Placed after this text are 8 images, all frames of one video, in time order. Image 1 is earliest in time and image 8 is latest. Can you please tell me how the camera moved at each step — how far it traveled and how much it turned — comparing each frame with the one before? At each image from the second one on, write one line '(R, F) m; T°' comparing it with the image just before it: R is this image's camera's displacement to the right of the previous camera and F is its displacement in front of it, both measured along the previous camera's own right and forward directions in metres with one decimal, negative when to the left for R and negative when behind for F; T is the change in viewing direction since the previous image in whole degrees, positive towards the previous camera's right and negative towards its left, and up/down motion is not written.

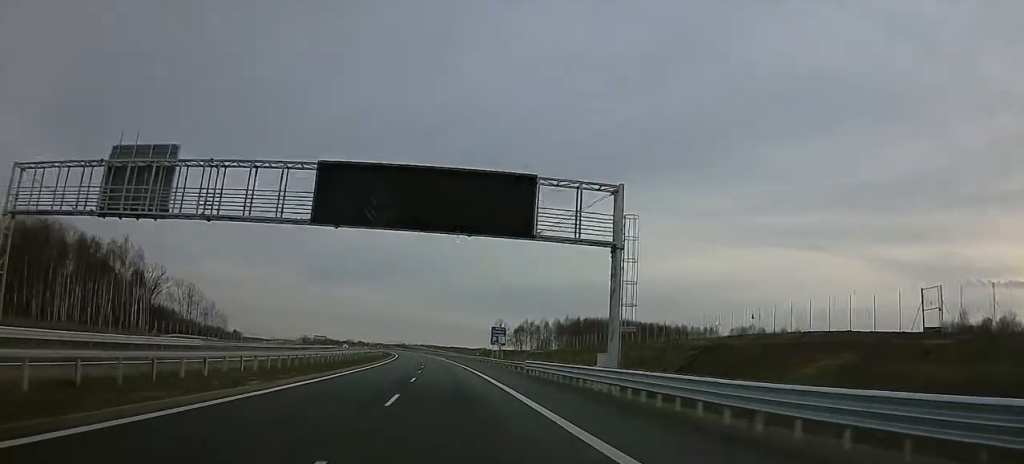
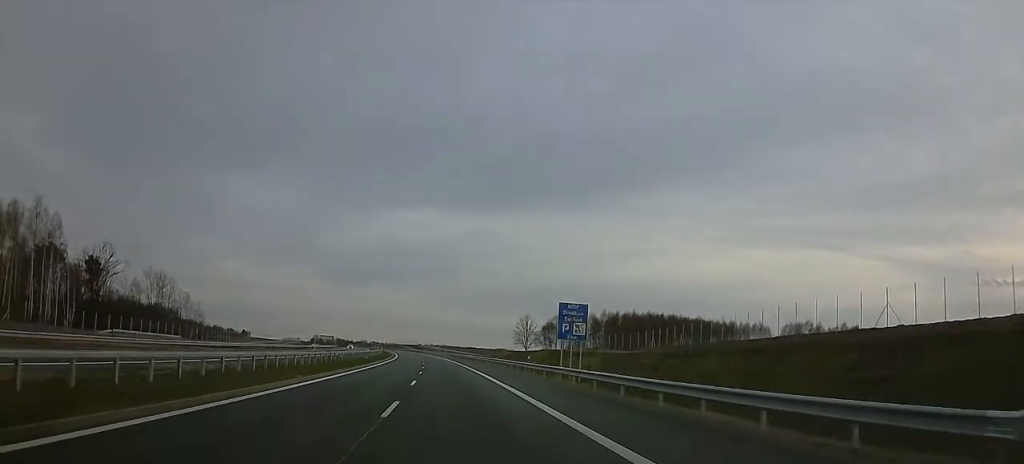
(0.0, +39.0) m; 0°
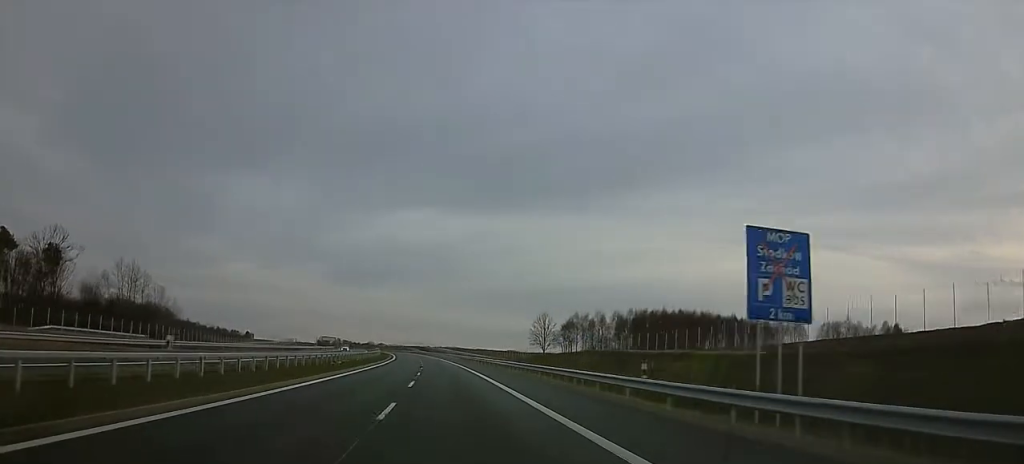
(+0.1, +24.6) m; -2°
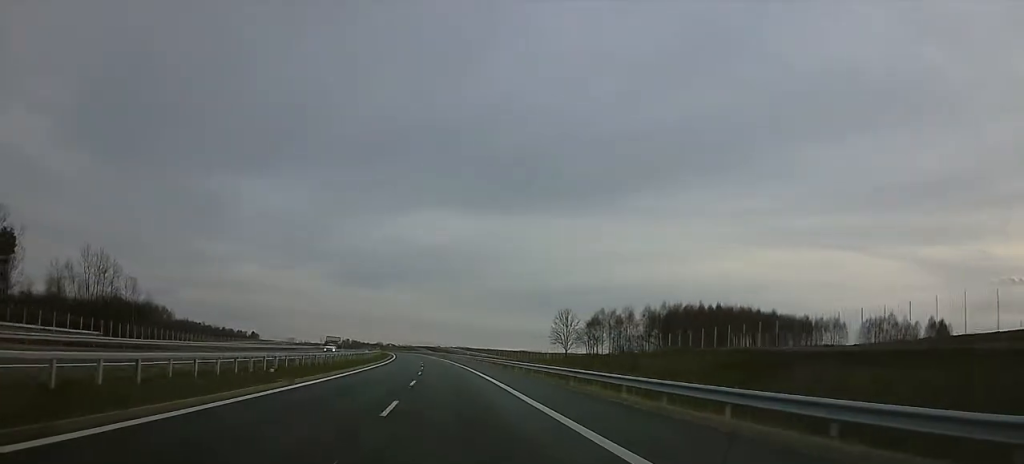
(-0.8, +23.4) m; -3°
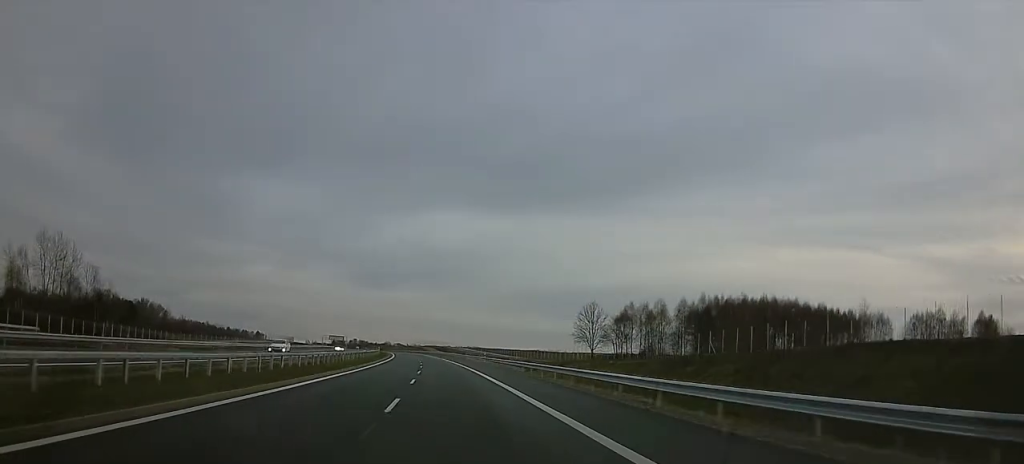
(-0.7, +23.4) m; -1°
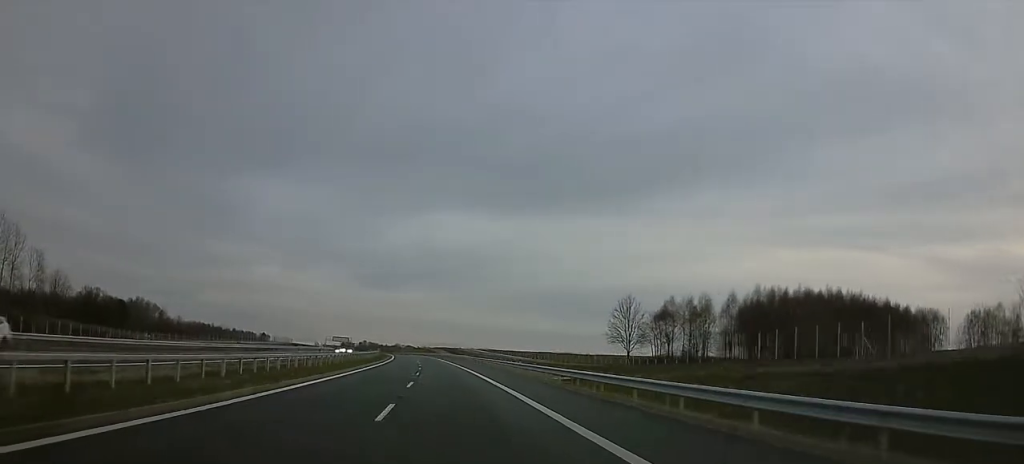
(-0.2, +25.6) m; 0°
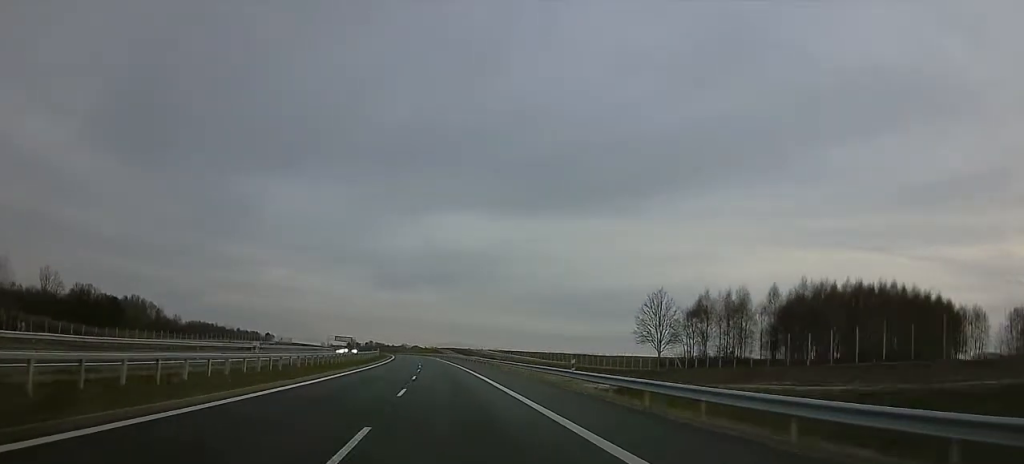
(+0.8, +17.5) m; 0°
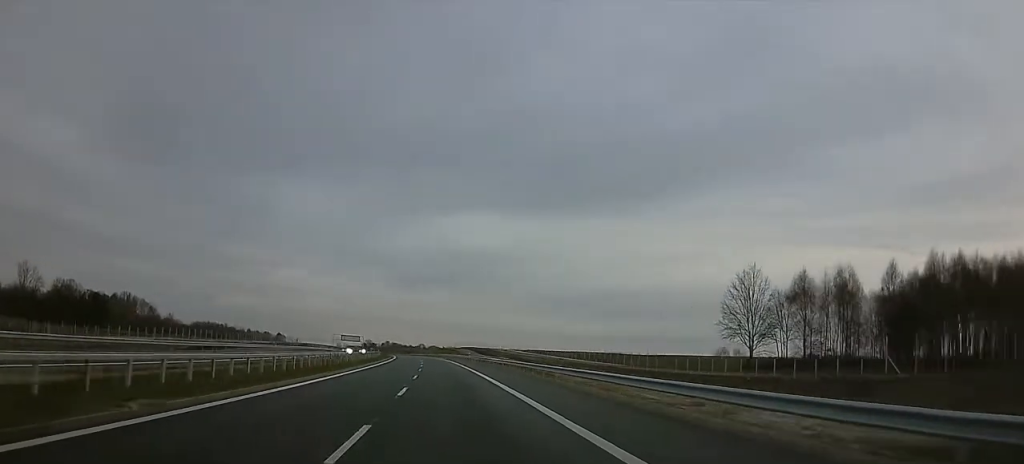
(-1.2, +35.9) m; -3°
